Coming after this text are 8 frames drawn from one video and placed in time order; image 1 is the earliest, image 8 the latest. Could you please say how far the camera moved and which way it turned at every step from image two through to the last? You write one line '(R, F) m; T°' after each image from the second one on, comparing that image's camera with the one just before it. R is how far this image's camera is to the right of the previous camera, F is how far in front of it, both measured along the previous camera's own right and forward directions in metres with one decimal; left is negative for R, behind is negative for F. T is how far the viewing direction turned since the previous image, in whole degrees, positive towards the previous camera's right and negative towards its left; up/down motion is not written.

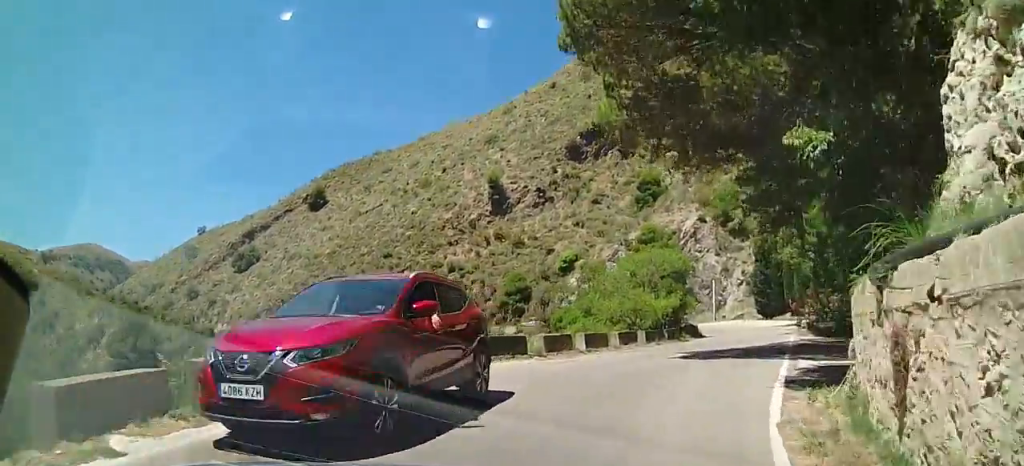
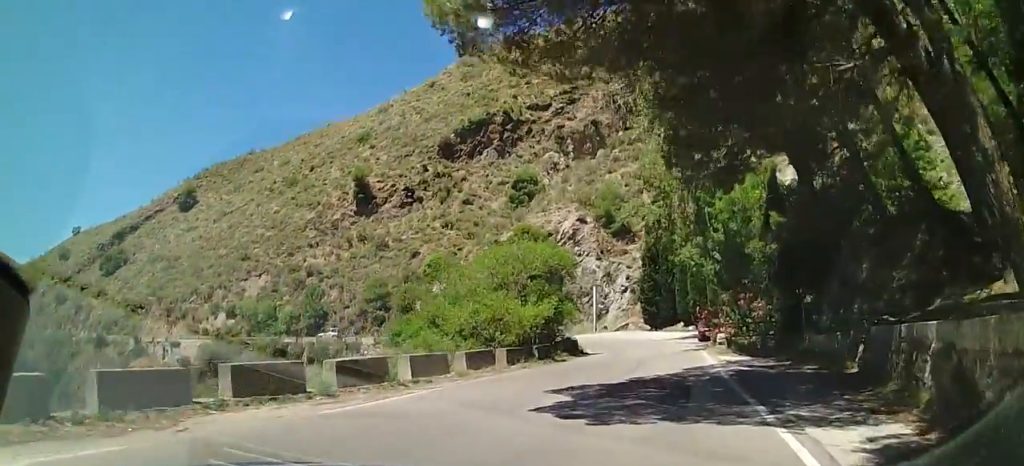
(+0.8, +8.4) m; +9°
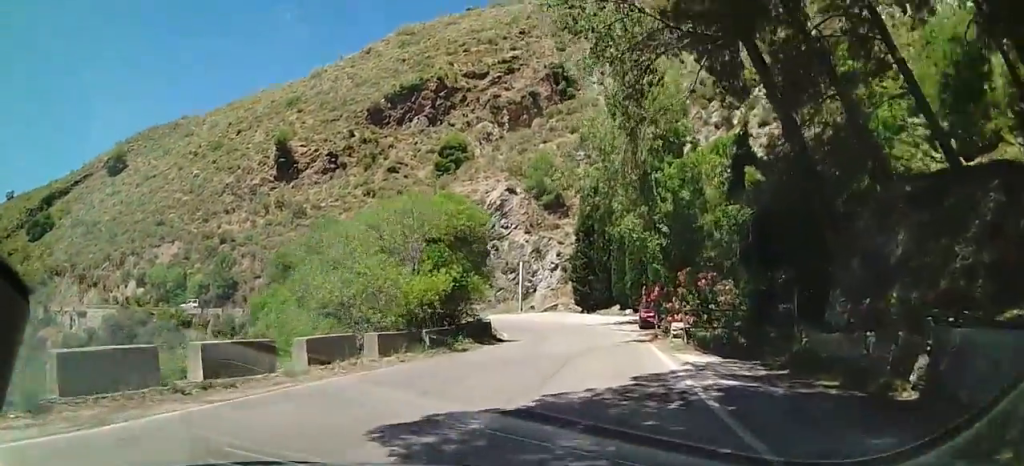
(+0.2, +6.1) m; +13°
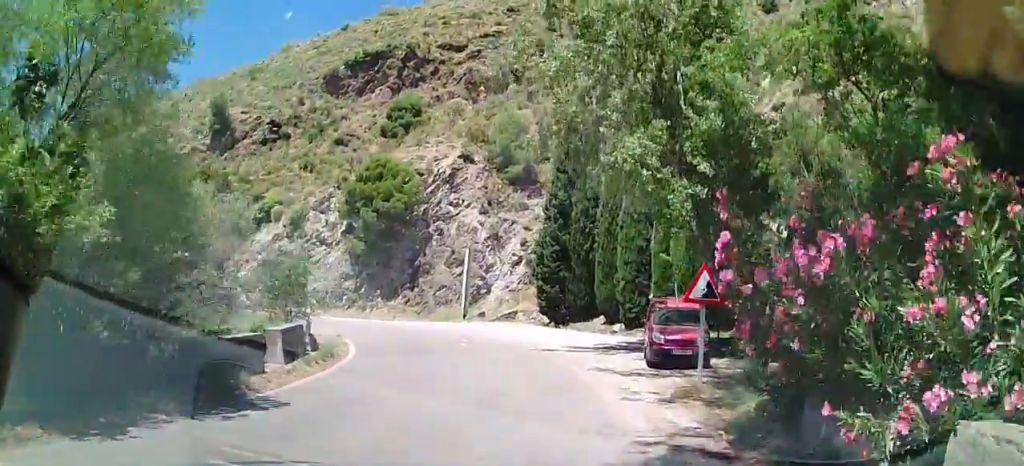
(+2.8, +15.7) m; +16°
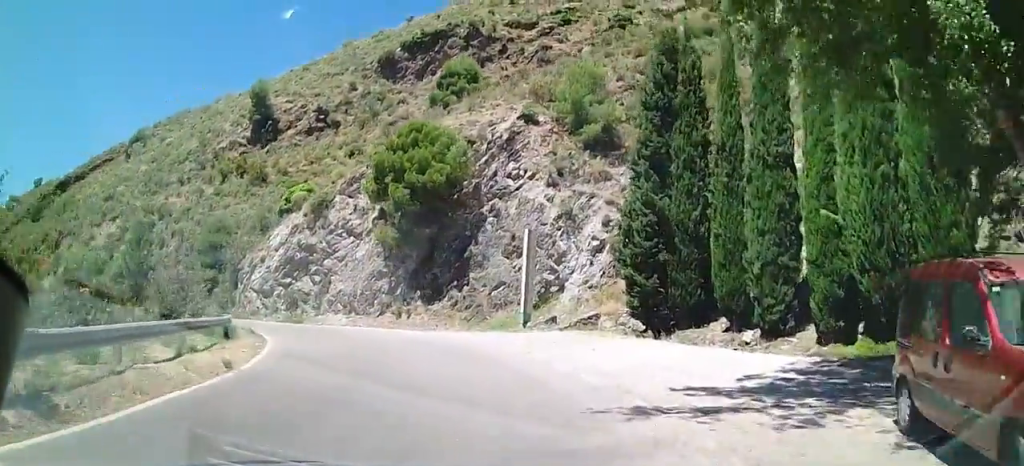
(+0.6, +12.1) m; -8°
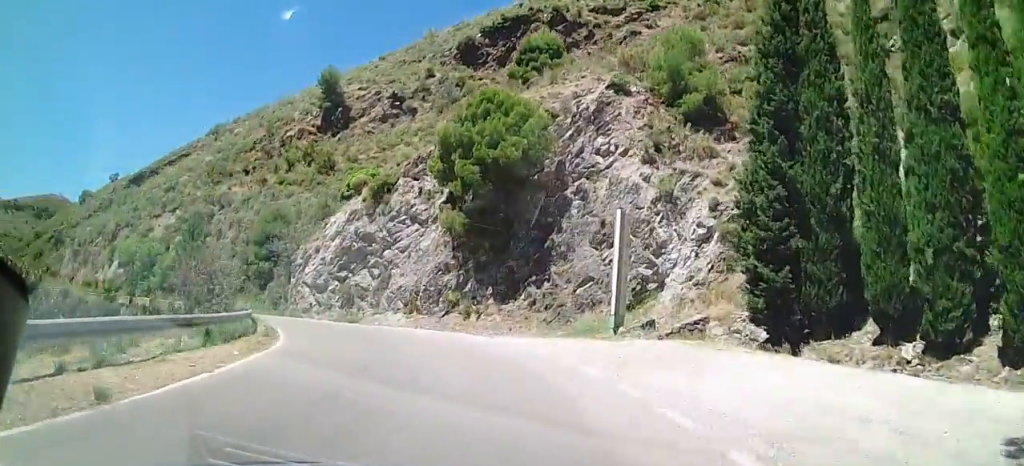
(-0.1, +6.2) m; -14°
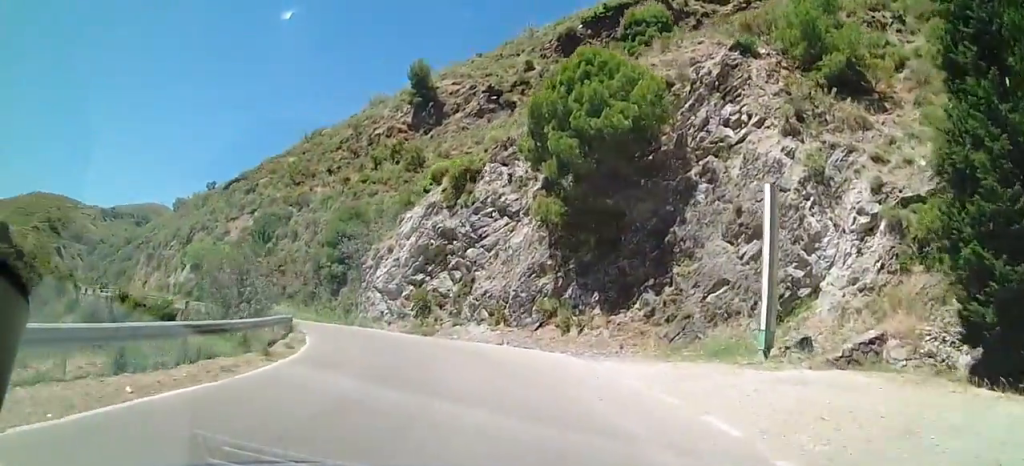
(-1.5, +6.8) m; -18°
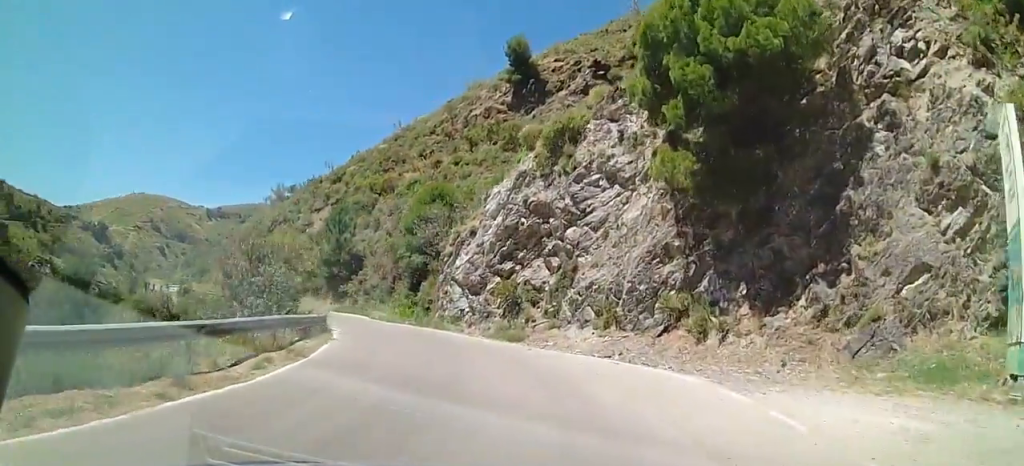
(-1.2, +7.3) m; -13°
